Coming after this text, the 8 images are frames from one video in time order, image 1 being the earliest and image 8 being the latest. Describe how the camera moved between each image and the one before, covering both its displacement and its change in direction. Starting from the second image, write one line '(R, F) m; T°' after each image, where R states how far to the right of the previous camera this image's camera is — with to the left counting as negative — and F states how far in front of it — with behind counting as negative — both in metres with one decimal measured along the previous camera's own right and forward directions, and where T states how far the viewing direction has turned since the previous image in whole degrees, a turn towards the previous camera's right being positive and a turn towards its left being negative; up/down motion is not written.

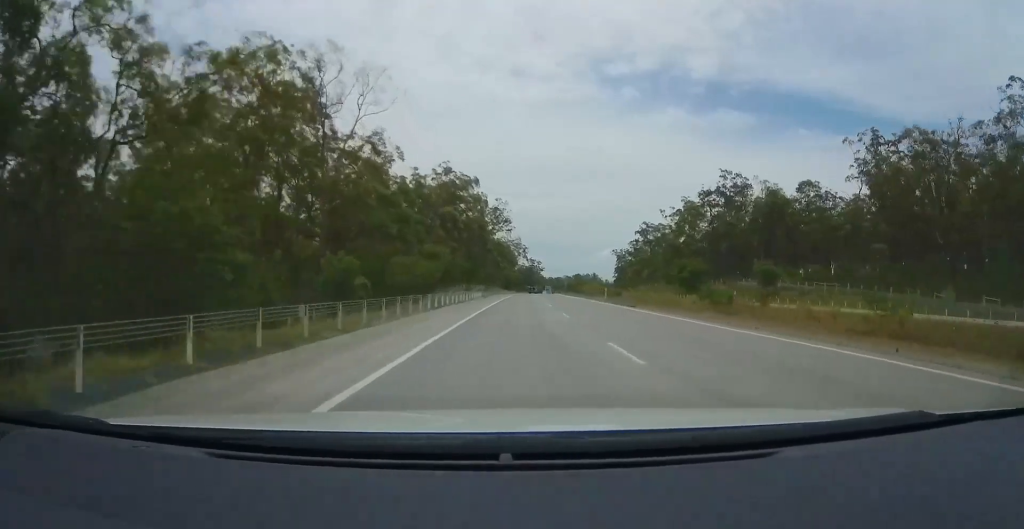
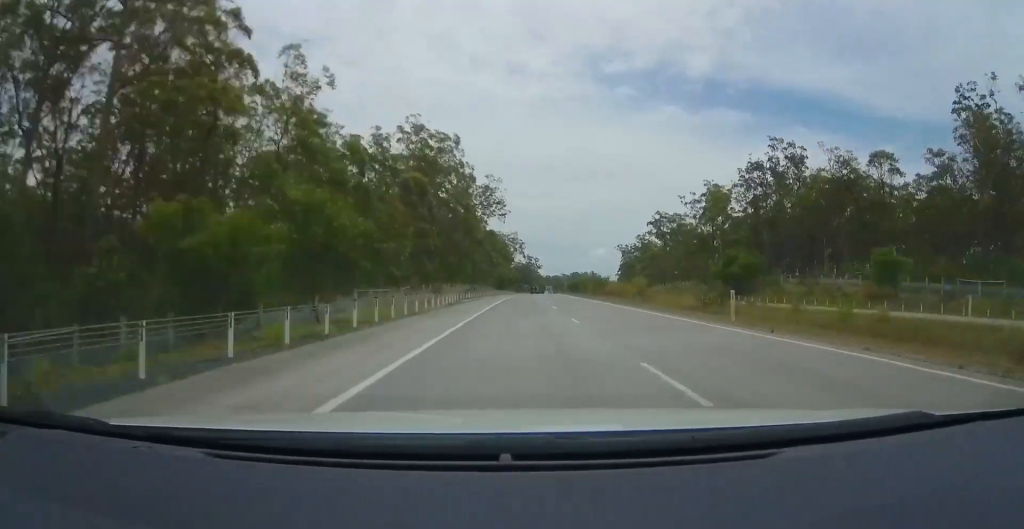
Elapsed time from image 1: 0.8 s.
(+0.6, +25.3) m; +1°
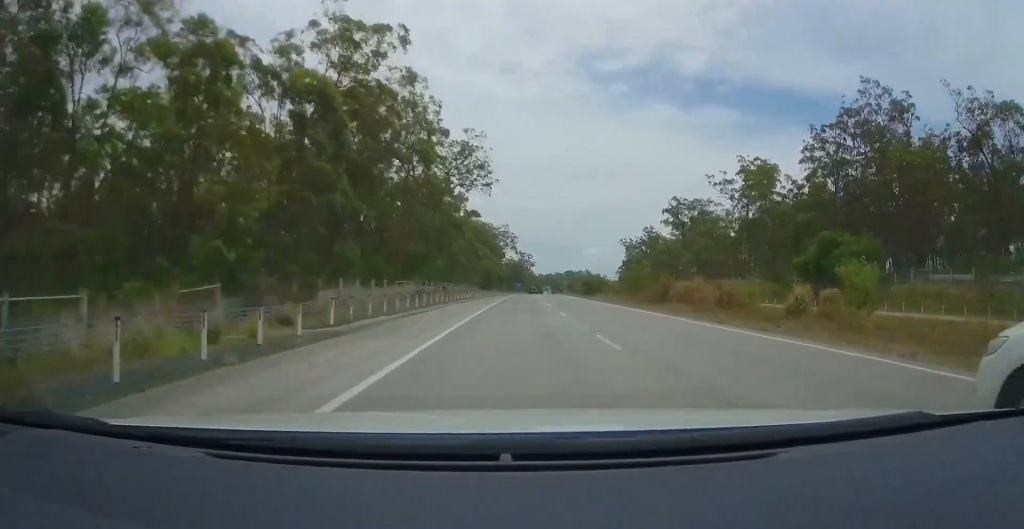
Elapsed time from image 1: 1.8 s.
(0.0, +30.2) m; 0°
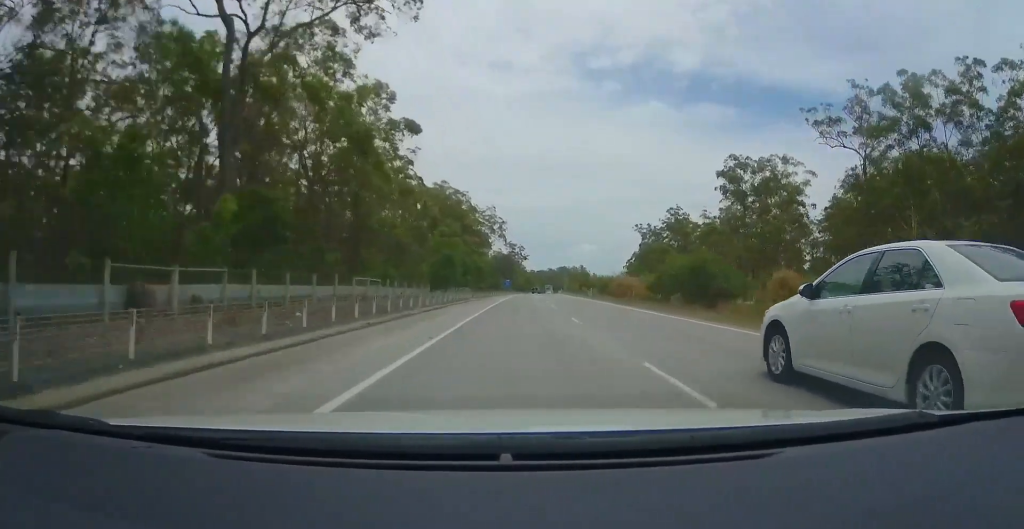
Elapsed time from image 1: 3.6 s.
(+0.2, +52.2) m; +1°
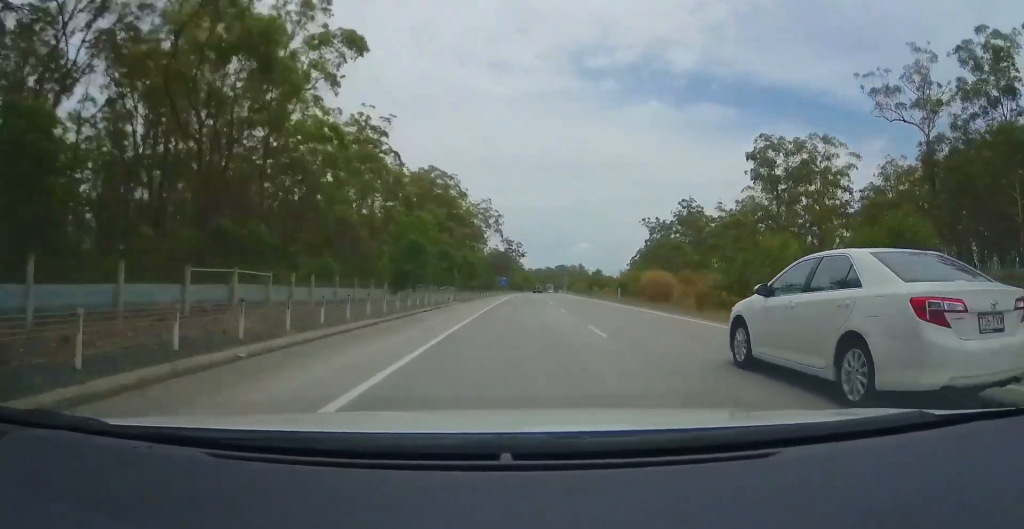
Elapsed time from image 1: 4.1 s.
(+0.1, +15.7) m; +1°
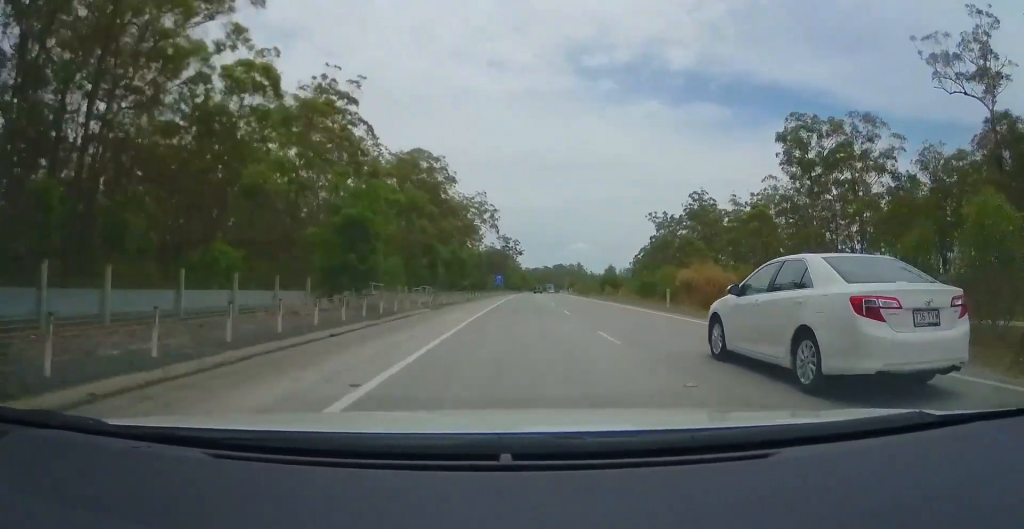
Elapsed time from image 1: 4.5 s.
(0.0, +13.3) m; +1°
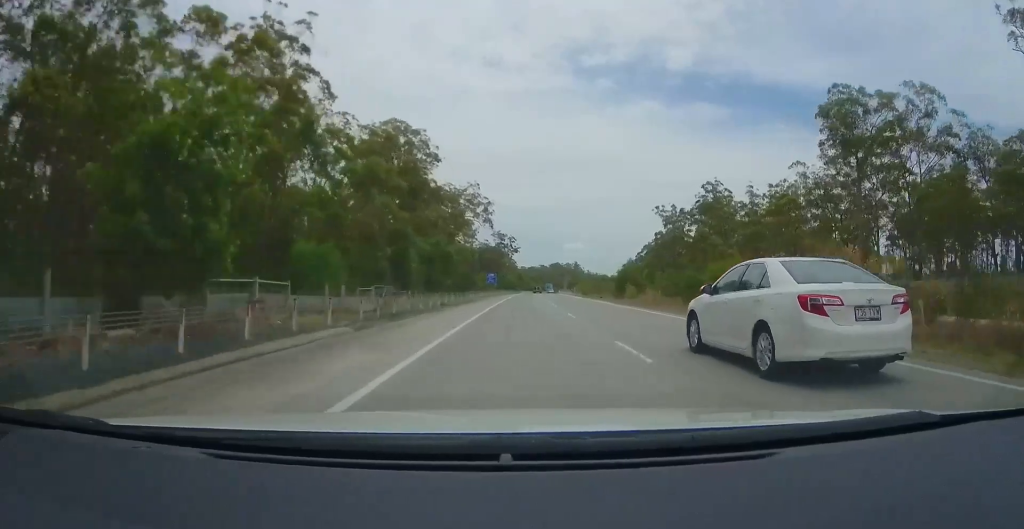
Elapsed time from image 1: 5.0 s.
(+0.2, +14.5) m; +1°
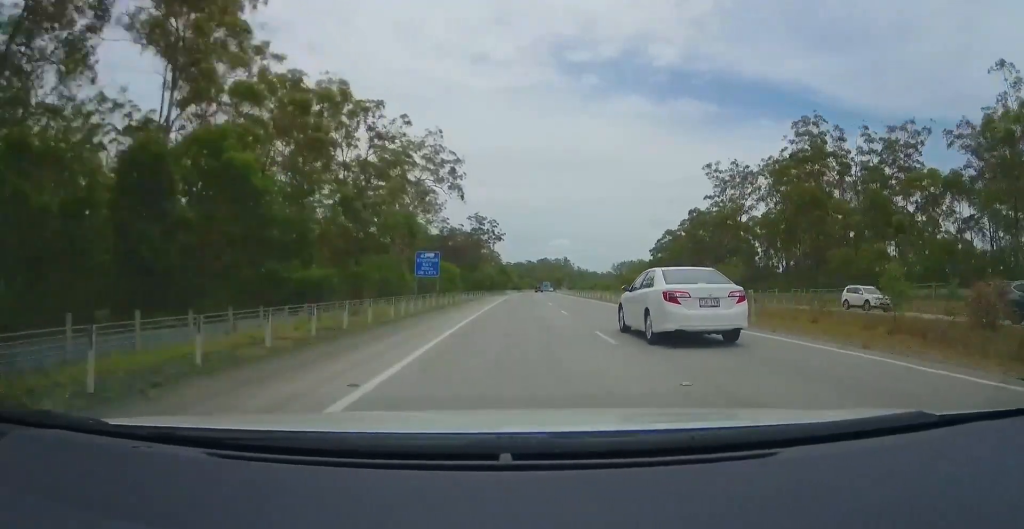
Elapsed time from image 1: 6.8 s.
(+0.6, +55.3) m; 0°
